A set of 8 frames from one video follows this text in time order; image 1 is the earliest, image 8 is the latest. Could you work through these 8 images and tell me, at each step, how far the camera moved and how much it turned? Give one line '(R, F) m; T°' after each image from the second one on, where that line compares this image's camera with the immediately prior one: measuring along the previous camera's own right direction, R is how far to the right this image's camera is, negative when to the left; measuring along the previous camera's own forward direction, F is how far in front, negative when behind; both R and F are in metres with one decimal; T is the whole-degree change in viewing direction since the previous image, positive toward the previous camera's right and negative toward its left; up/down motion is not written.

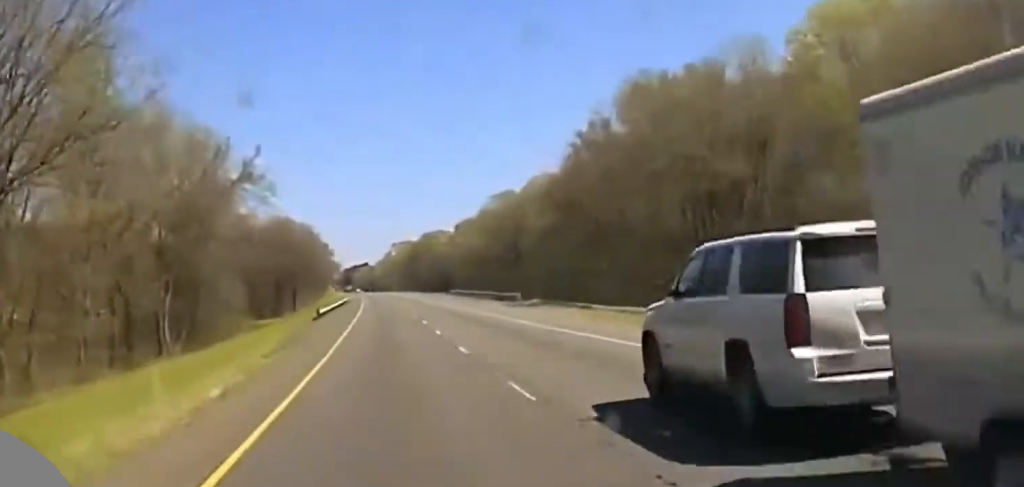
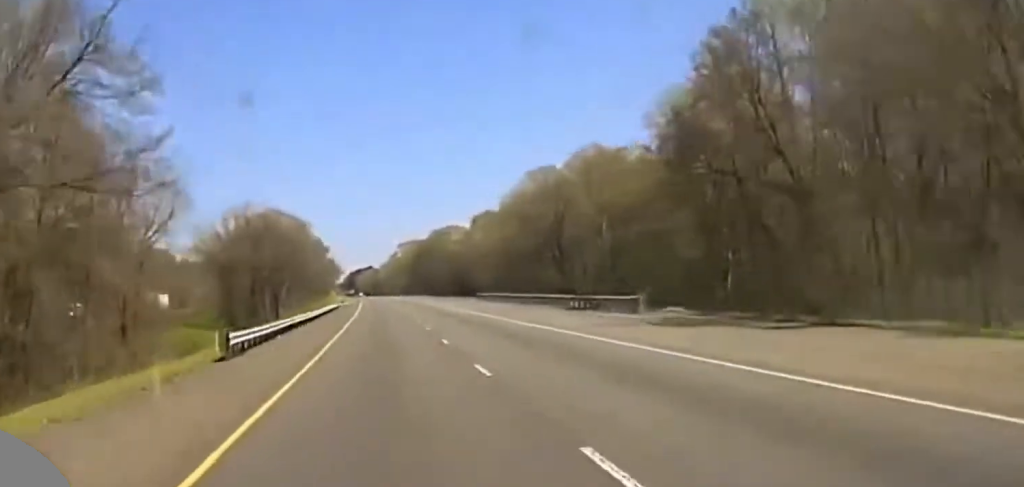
(0.0, +40.9) m; 0°
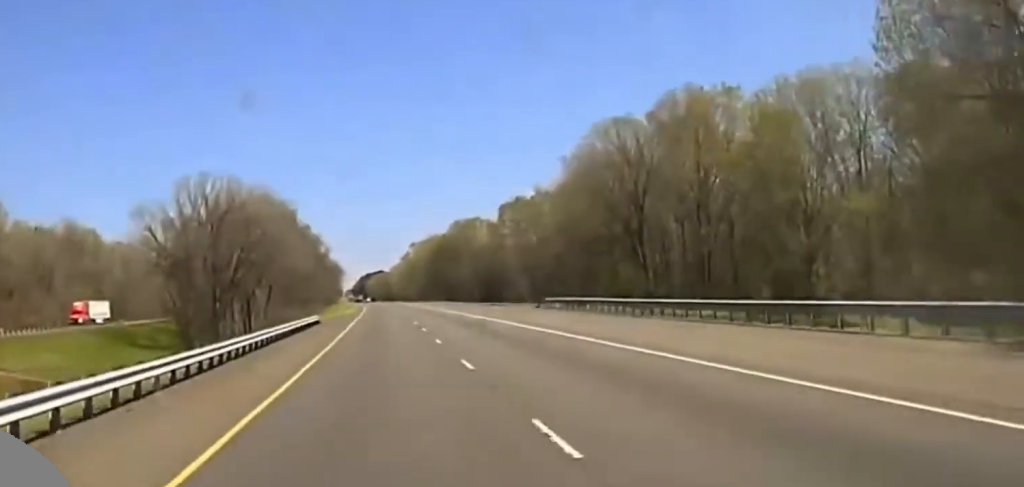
(-0.3, +42.6) m; 0°
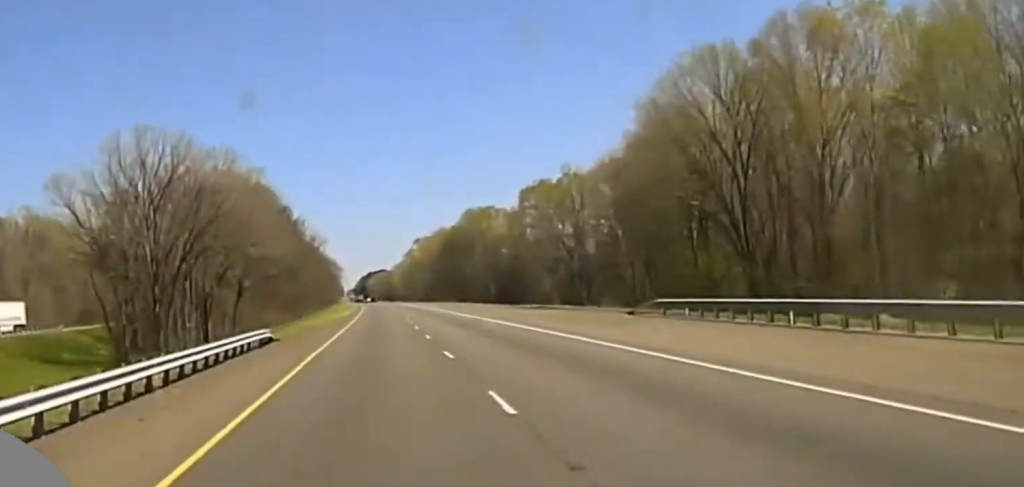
(-0.1, +30.9) m; 0°
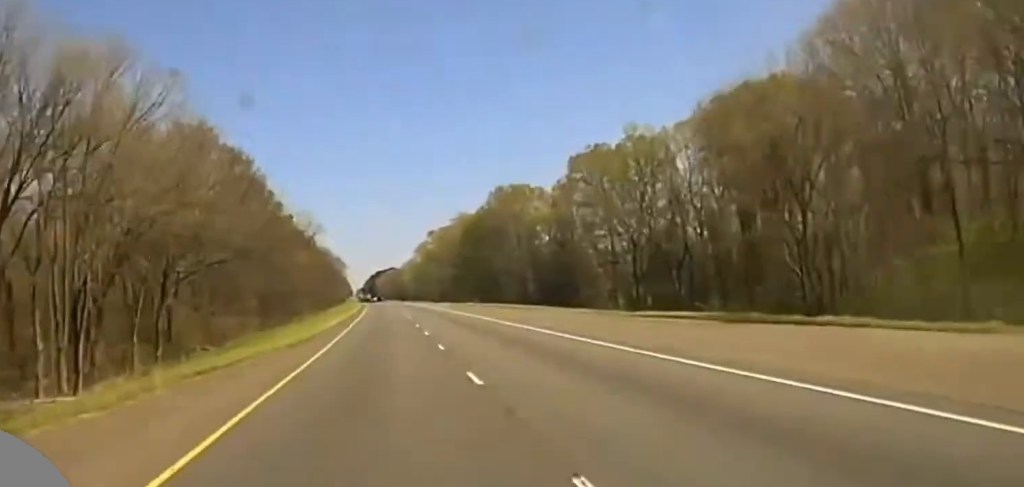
(0.0, +42.4) m; 0°
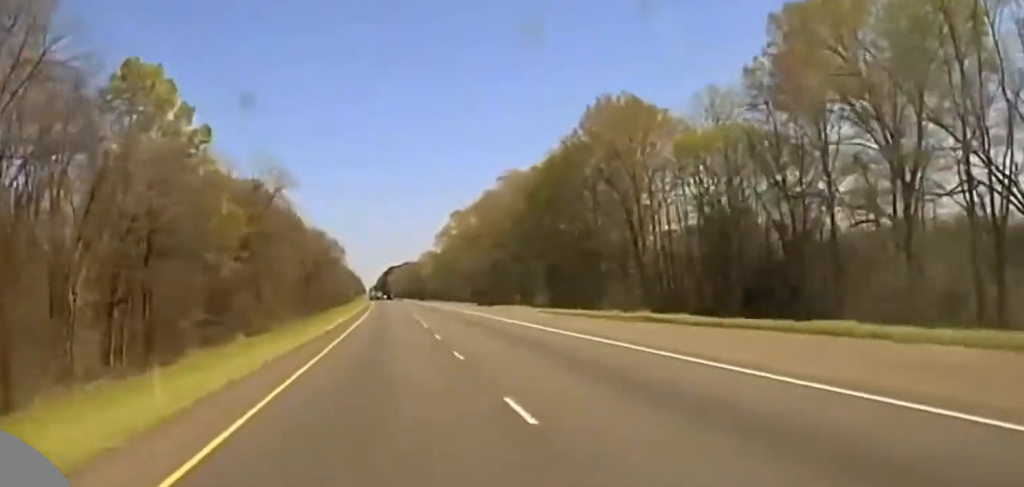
(-0.6, +77.2) m; -1°
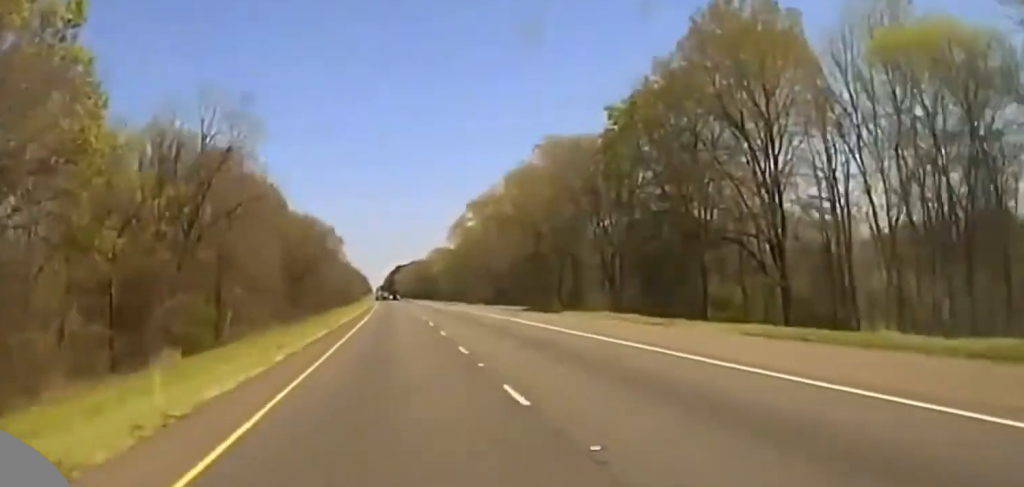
(0.0, +36.1) m; 0°
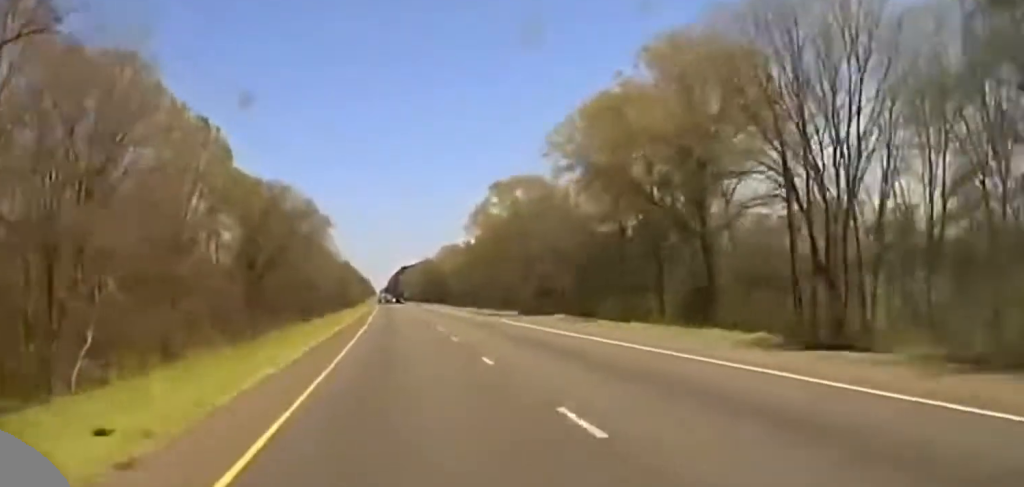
(-0.1, +49.9) m; 0°
